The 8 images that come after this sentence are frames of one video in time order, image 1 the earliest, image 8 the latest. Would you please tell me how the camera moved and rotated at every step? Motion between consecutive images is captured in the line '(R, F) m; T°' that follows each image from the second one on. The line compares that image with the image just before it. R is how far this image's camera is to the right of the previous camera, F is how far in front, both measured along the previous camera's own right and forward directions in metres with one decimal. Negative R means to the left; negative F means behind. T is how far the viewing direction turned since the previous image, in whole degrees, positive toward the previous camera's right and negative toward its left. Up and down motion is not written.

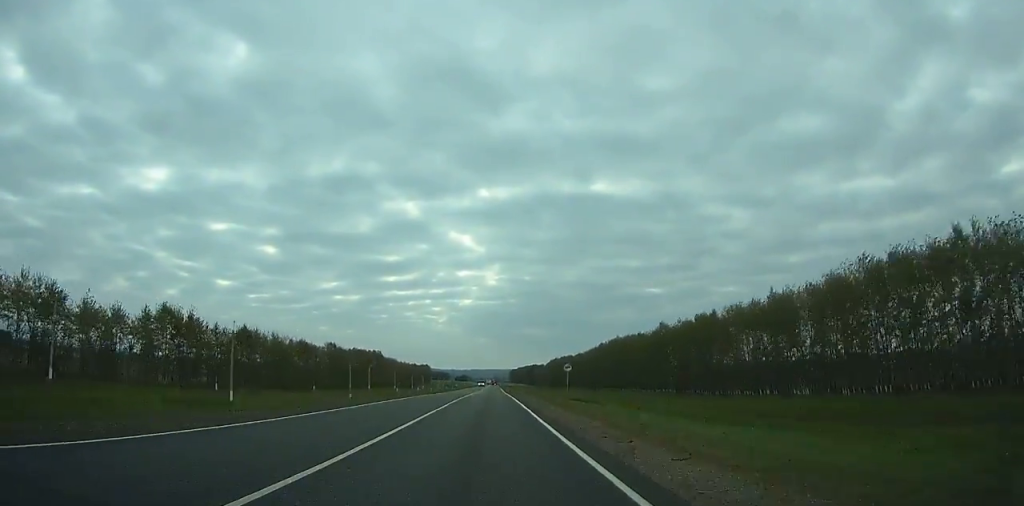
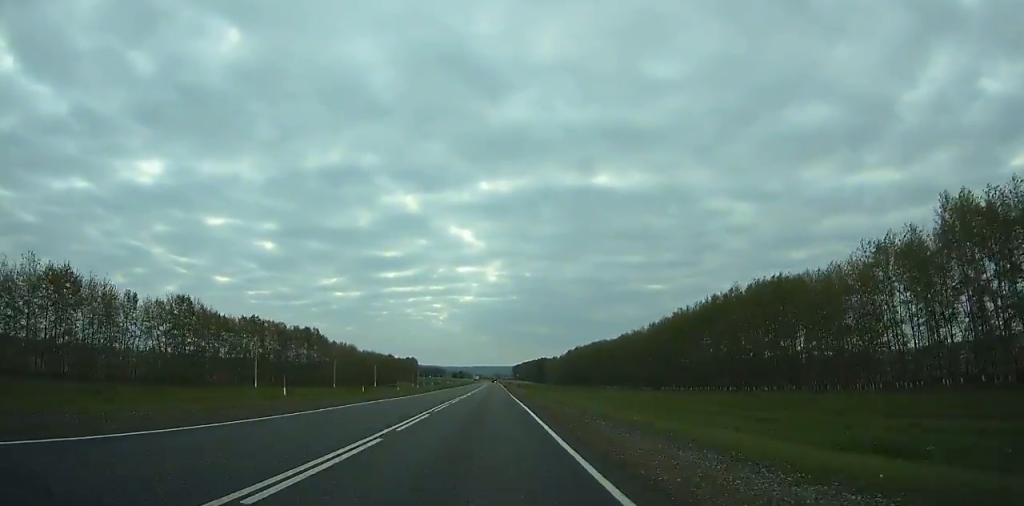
(+0.2, +102.7) m; 0°
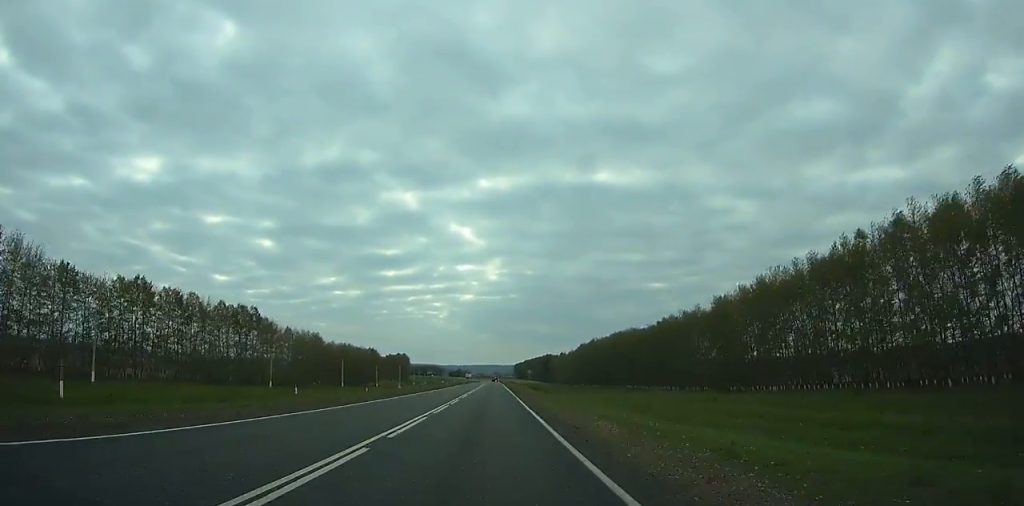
(-0.1, +50.1) m; 0°
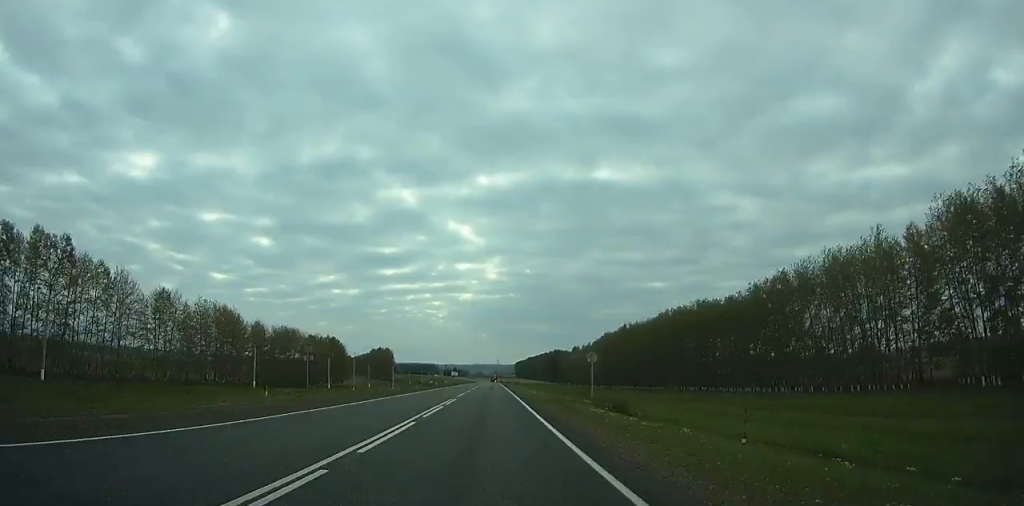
(-0.1, +65.9) m; 0°
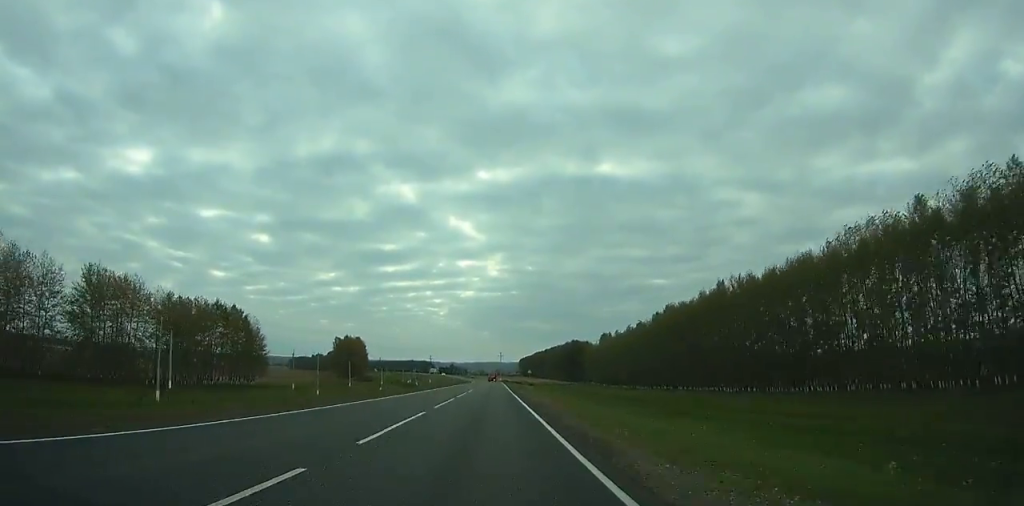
(-0.2, +84.4) m; 0°
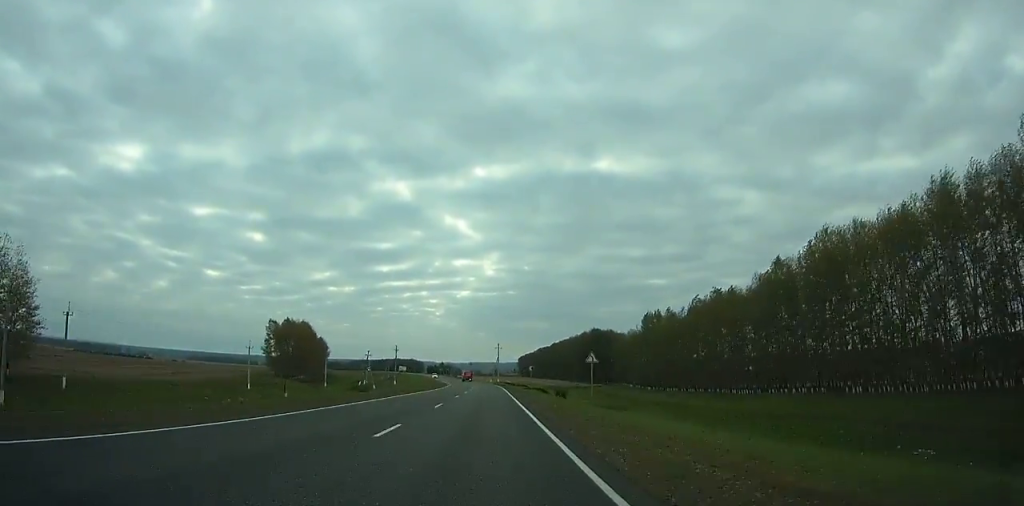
(0.0, +76.0) m; 0°
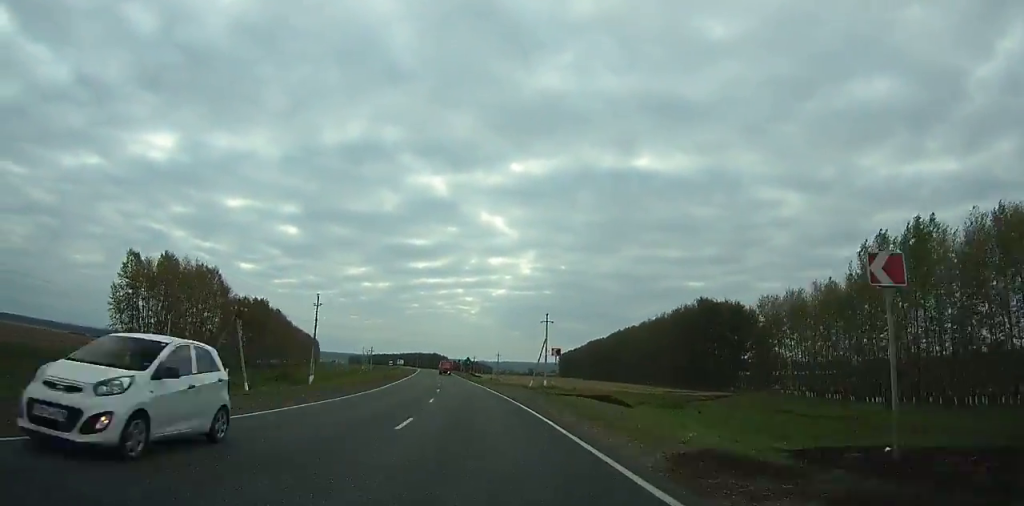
(-0.7, +95.1) m; -3°
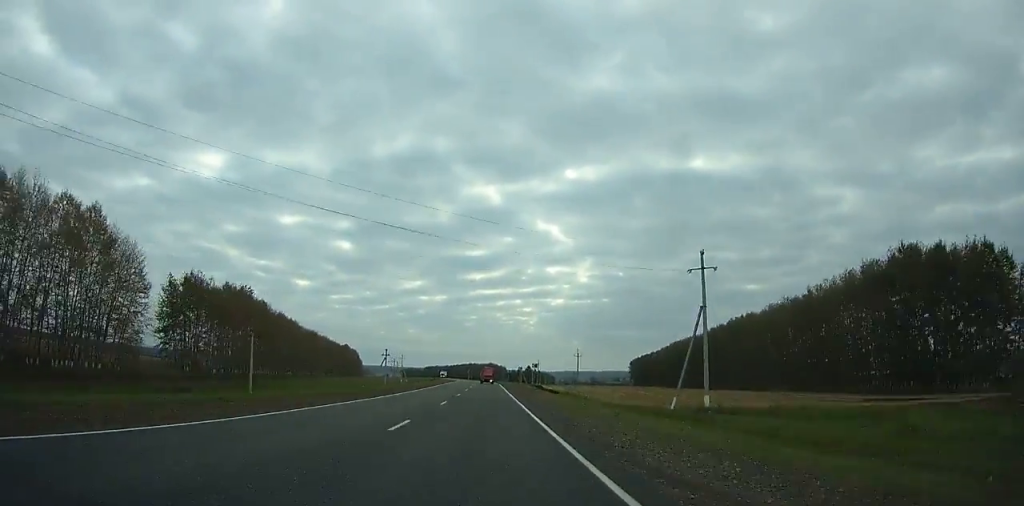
(-1.5, +56.8) m; -3°
